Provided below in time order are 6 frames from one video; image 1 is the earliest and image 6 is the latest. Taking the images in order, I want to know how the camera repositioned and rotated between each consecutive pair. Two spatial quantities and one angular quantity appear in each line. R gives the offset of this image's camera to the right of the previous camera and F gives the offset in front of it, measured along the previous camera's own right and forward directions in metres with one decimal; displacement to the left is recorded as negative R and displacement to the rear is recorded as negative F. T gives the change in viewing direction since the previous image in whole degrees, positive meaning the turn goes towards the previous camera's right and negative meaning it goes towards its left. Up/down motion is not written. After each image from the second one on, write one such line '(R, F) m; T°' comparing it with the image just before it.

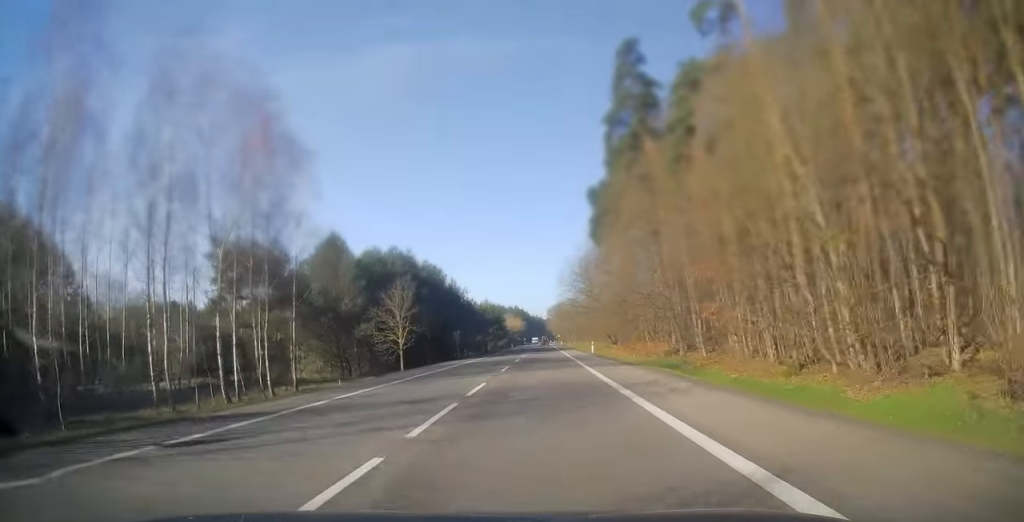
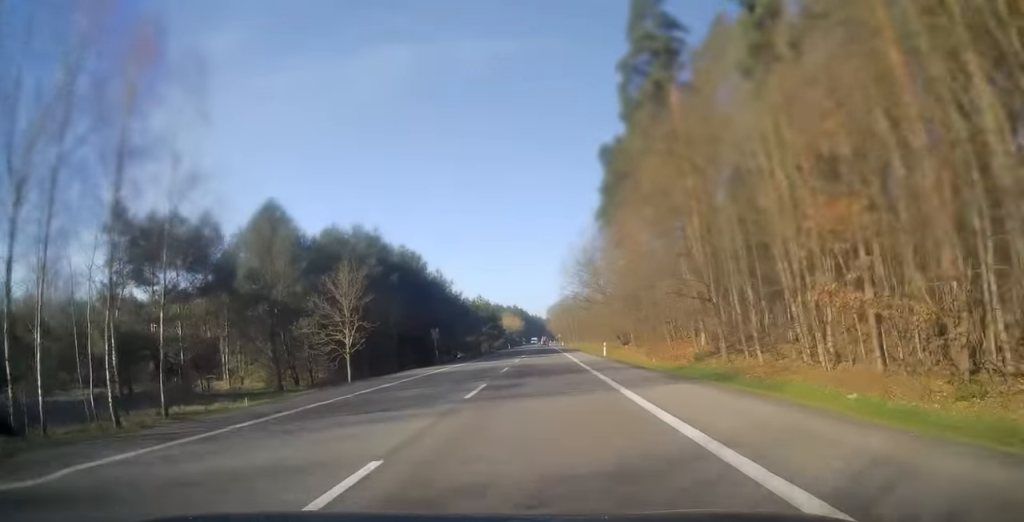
(0.0, +12.2) m; 0°
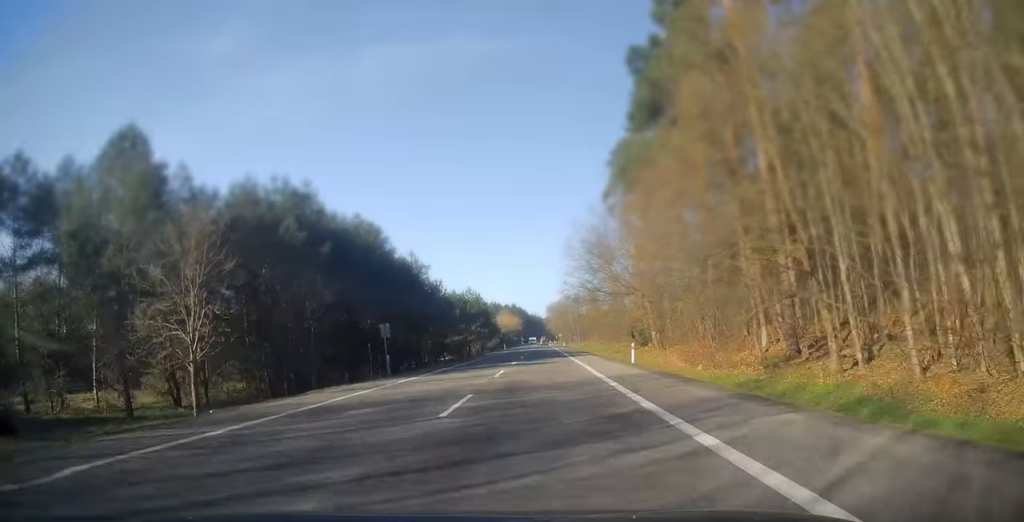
(0.0, +15.3) m; 0°
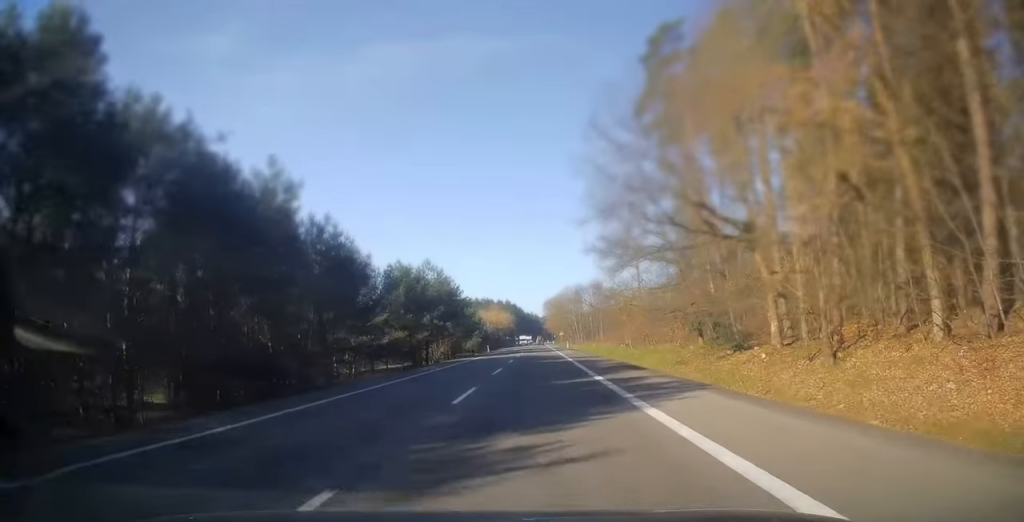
(0.0, +33.7) m; -1°
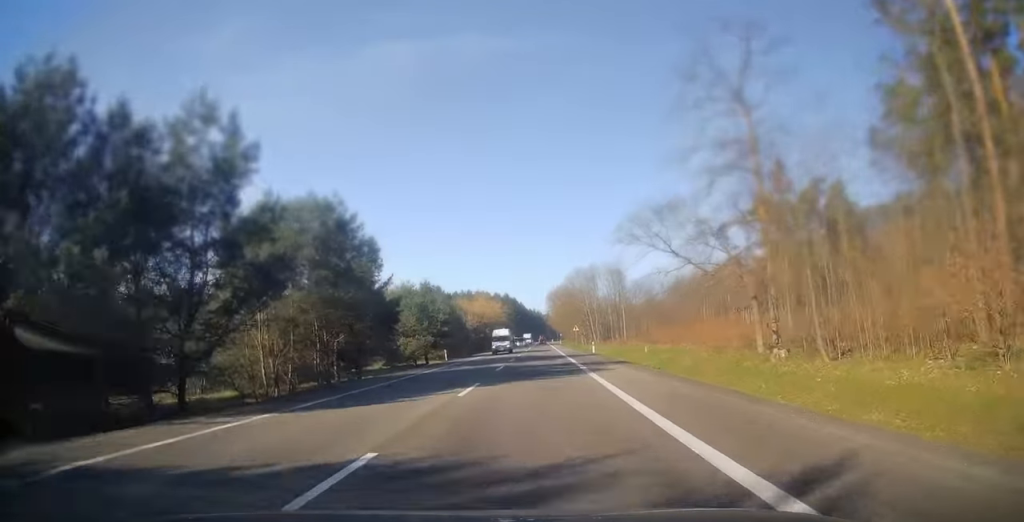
(-0.3, +46.0) m; 0°
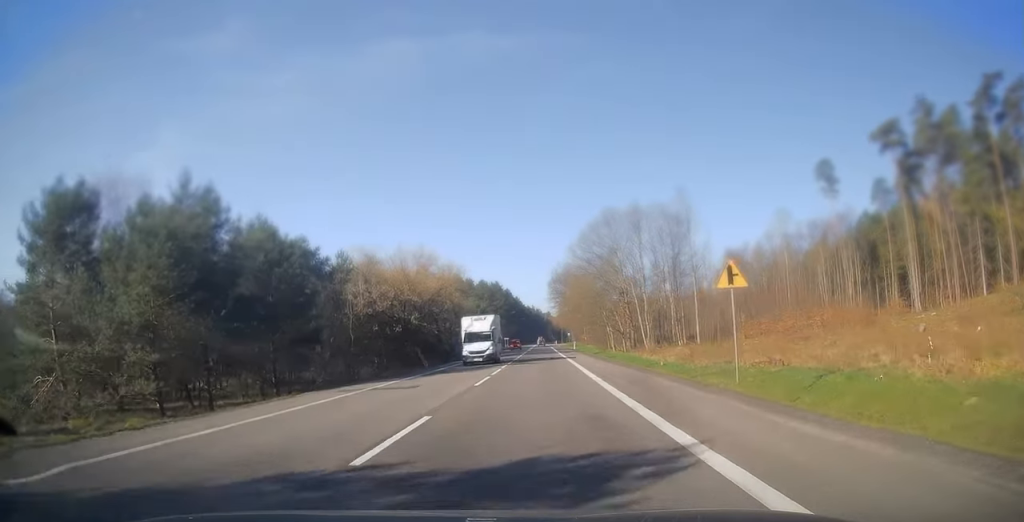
(+0.5, +67.7) m; 0°
